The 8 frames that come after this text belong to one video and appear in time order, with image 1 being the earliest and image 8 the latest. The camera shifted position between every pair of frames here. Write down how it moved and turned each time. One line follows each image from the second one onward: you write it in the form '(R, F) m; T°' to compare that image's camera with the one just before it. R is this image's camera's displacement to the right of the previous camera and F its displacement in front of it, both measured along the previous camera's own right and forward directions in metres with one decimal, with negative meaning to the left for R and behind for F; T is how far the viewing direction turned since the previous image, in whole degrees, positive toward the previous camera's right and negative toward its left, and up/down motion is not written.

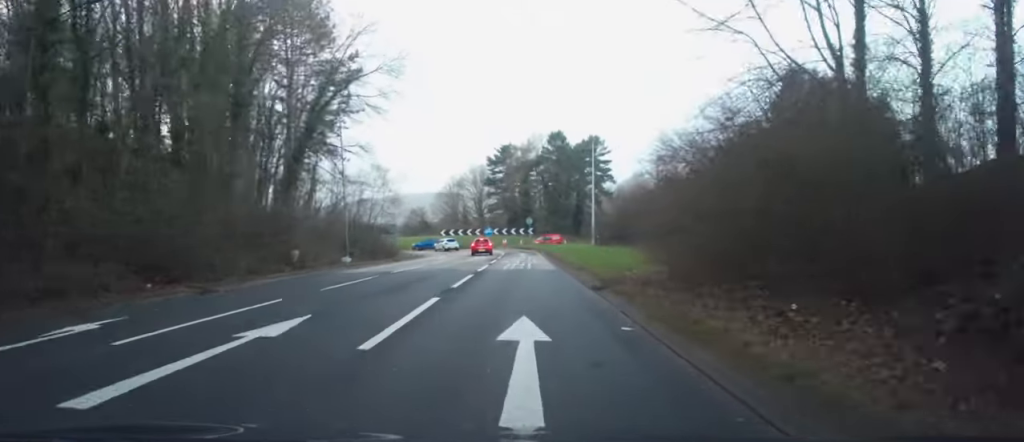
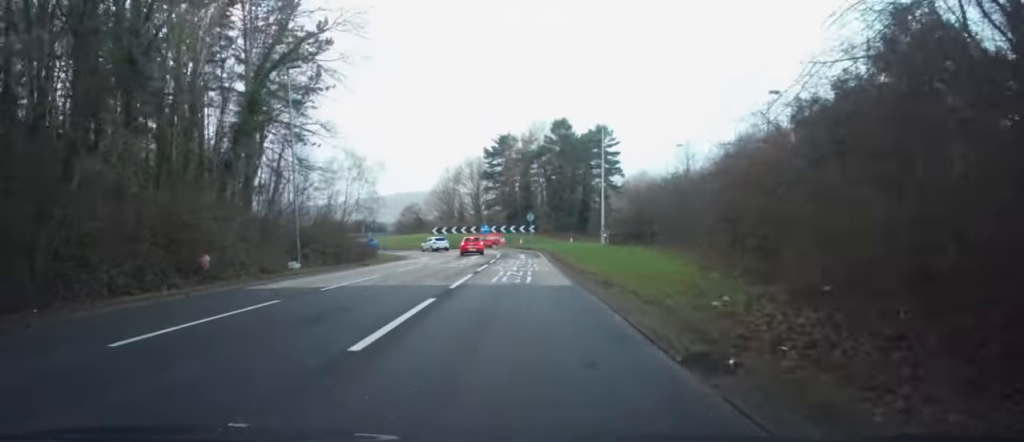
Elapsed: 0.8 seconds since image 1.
(+0.5, +9.1) m; 0°
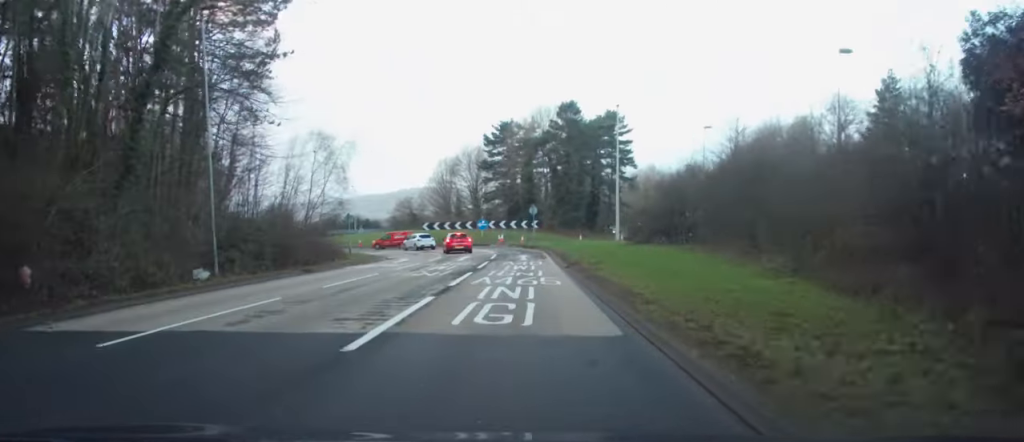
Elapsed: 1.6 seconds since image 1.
(-0.3, +9.3) m; -1°
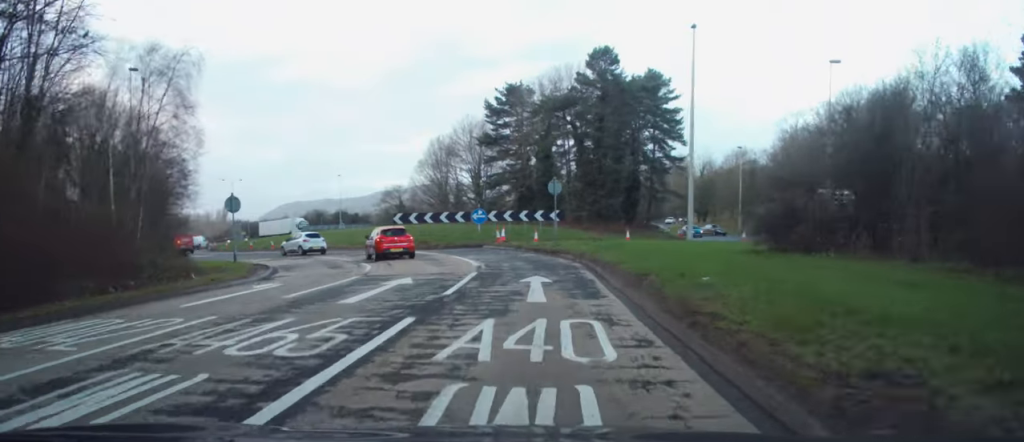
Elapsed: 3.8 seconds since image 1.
(+0.2, +22.7) m; +1°
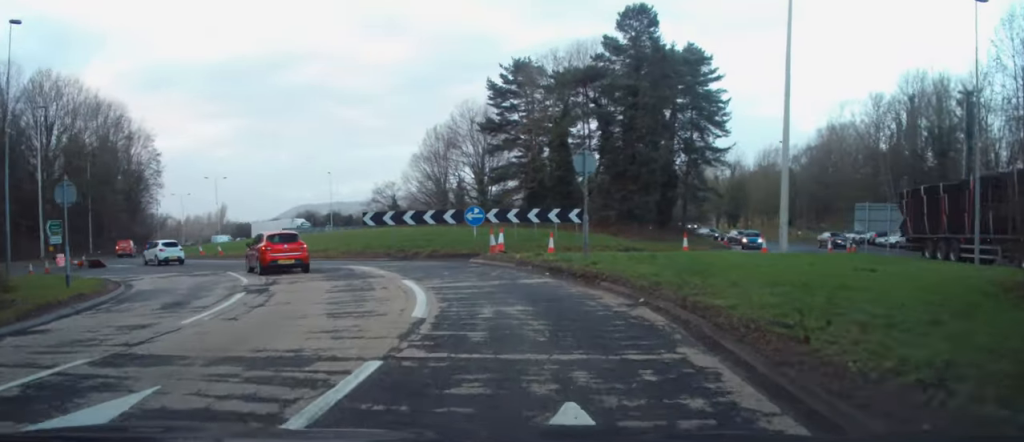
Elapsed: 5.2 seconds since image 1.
(0.0, +13.6) m; -1°
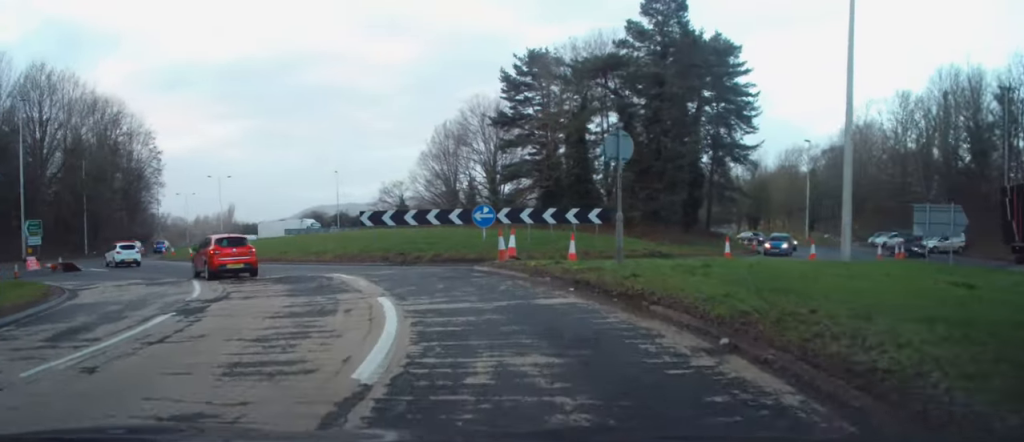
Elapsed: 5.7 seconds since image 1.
(+0.1, +4.5) m; -2°
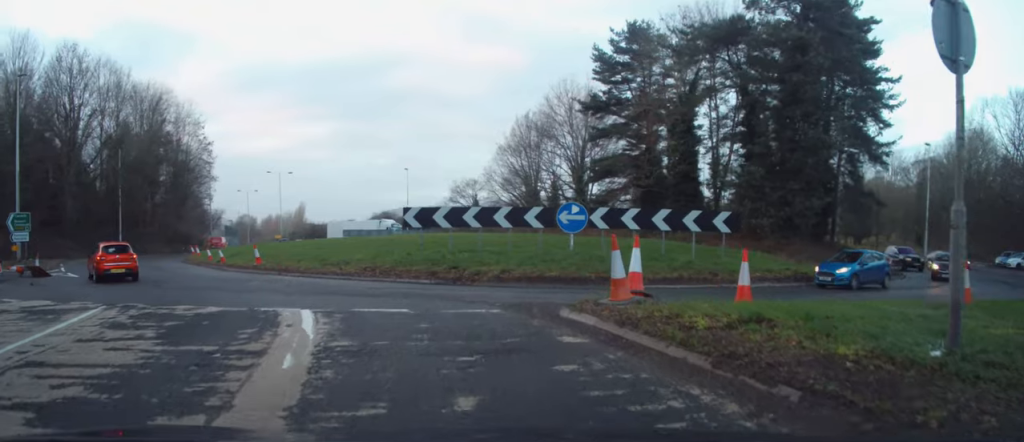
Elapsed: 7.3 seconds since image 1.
(-0.9, +10.9) m; -8°
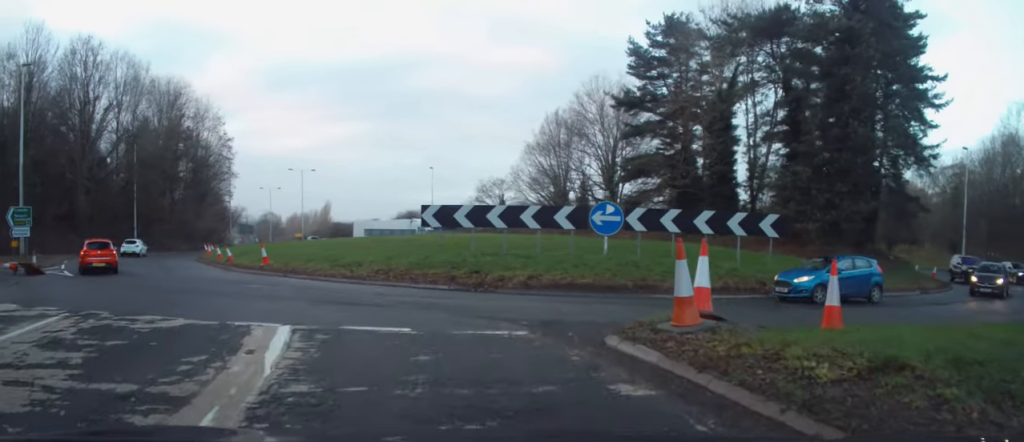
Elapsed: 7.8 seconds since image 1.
(-0.1, +3.1) m; 0°
